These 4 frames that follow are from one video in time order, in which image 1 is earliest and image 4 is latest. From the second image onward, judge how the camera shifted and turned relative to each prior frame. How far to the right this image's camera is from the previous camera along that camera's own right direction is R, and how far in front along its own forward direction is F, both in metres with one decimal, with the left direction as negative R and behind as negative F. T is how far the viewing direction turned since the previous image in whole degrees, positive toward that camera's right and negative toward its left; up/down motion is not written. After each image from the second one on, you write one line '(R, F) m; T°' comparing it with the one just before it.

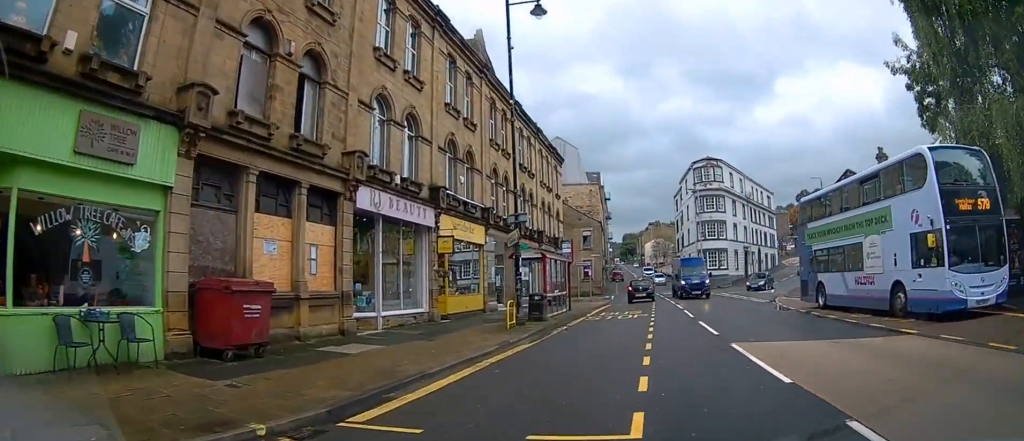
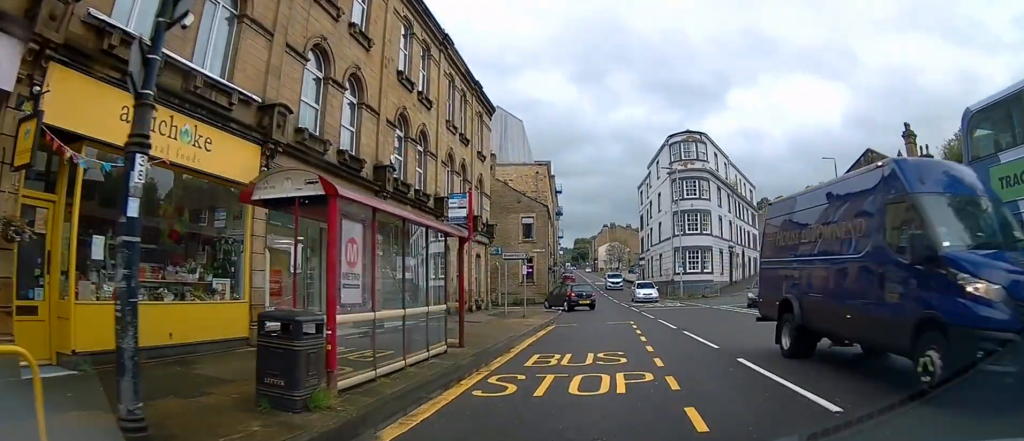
(+0.4, +14.0) m; +4°
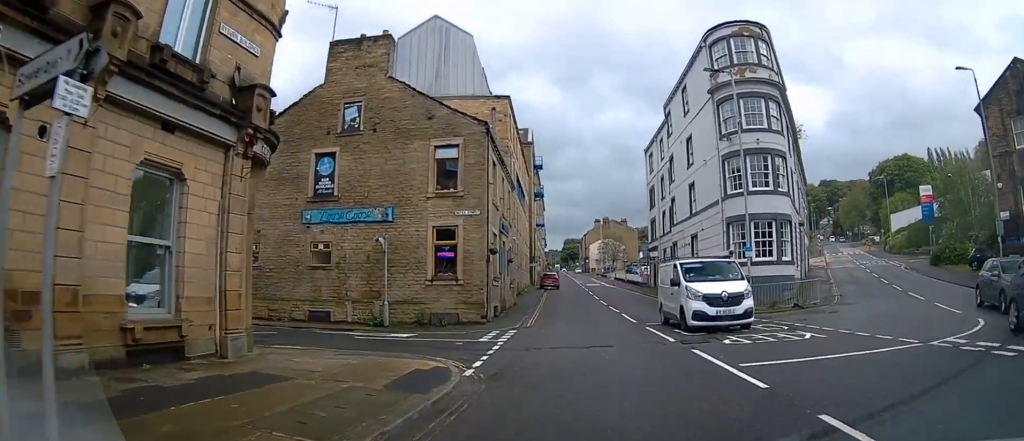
(-0.2, +21.5) m; 0°
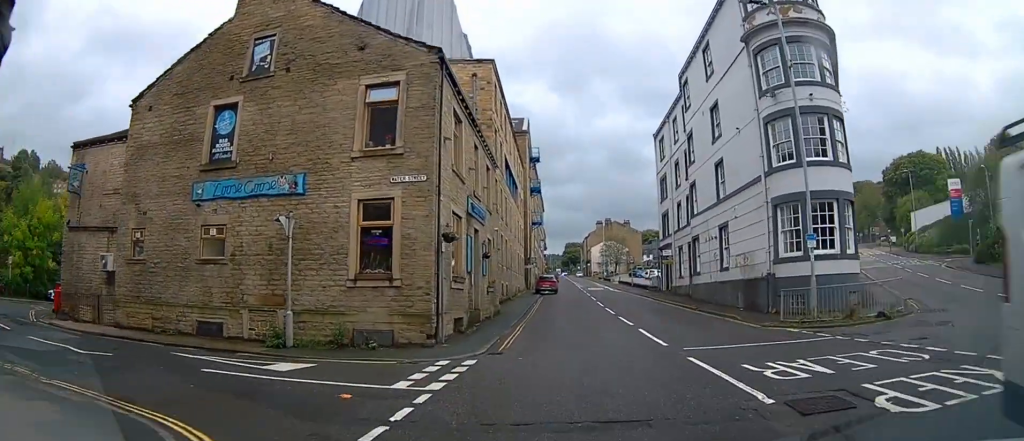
(+0.1, +6.6) m; +1°
